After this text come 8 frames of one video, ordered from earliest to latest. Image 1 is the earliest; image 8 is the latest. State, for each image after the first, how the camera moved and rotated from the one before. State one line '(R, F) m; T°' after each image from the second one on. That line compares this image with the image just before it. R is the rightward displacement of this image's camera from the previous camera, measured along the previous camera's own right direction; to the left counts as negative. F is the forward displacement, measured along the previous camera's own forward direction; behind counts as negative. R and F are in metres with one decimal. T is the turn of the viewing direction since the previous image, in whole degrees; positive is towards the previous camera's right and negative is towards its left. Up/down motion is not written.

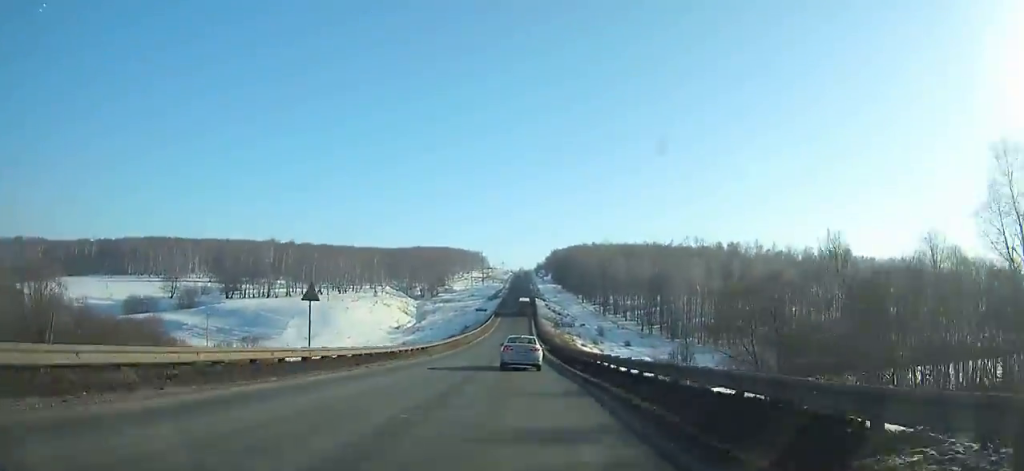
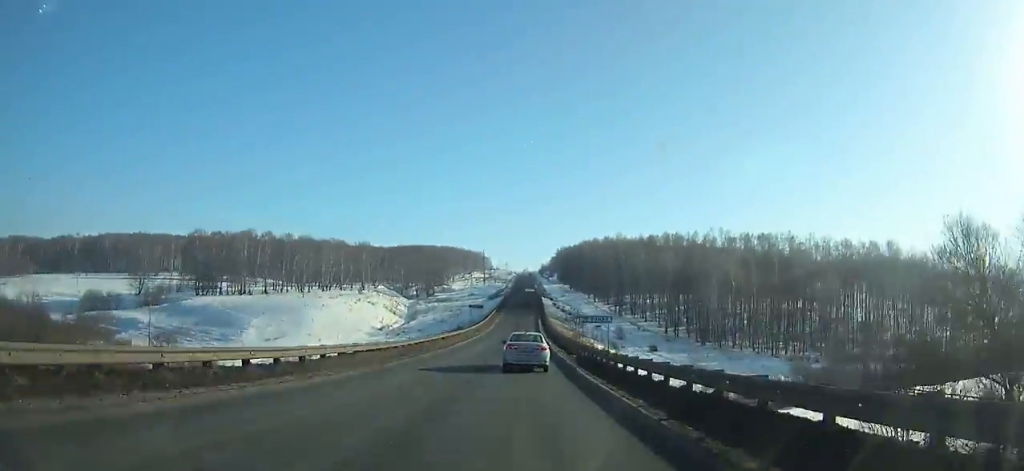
(0.0, +23.9) m; 0°
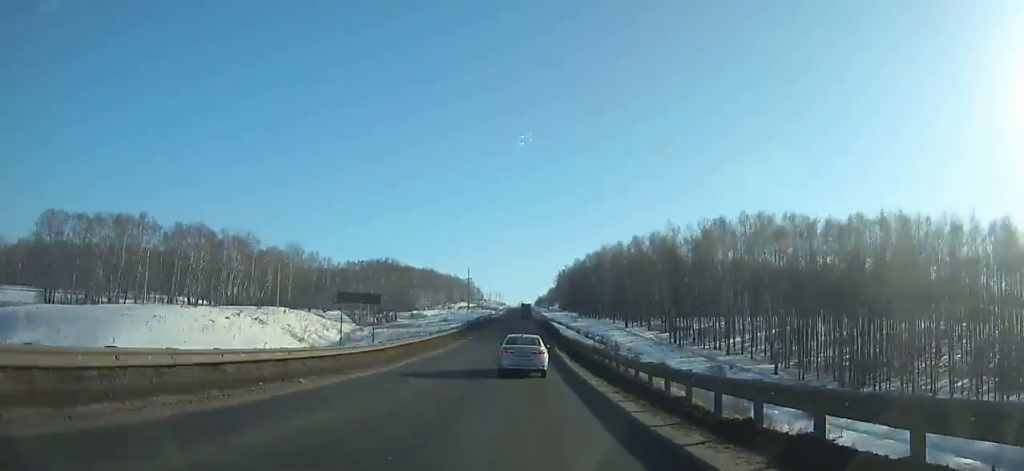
(+0.5, +69.7) m; +1°
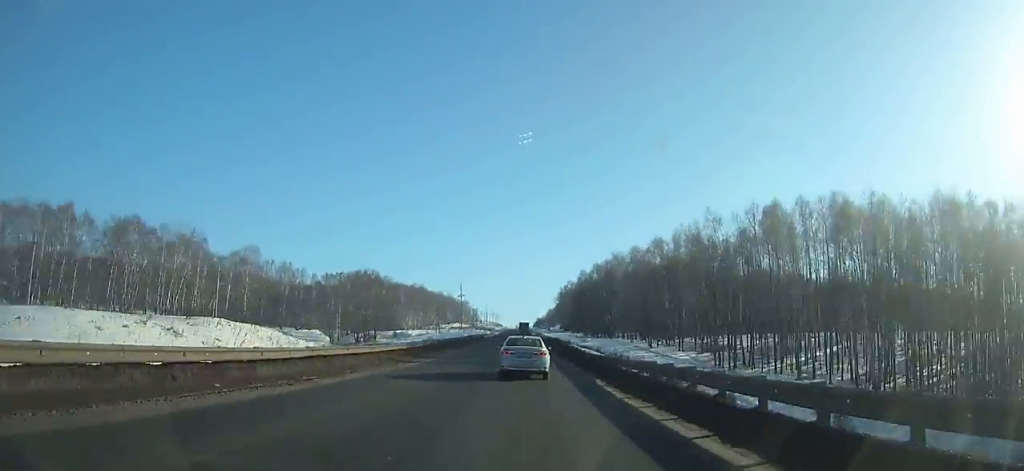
(0.0, +25.3) m; 0°
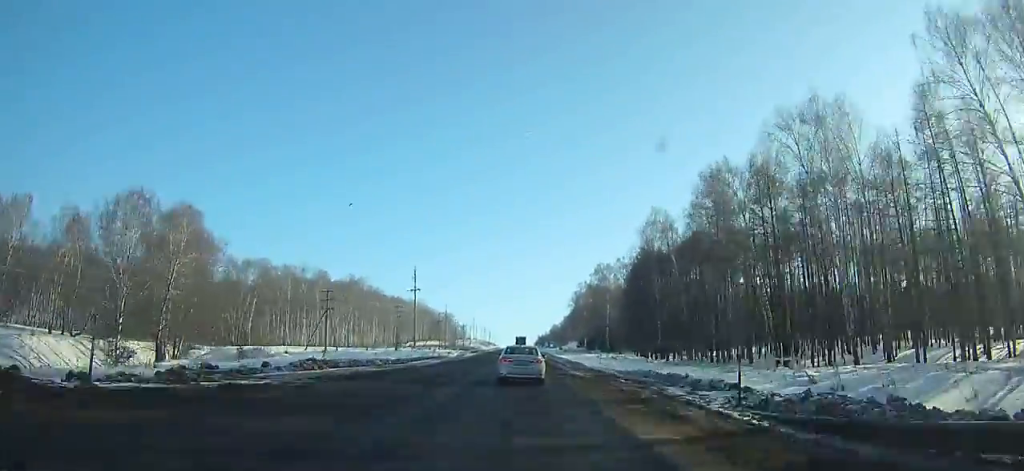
(0.0, +107.0) m; 0°
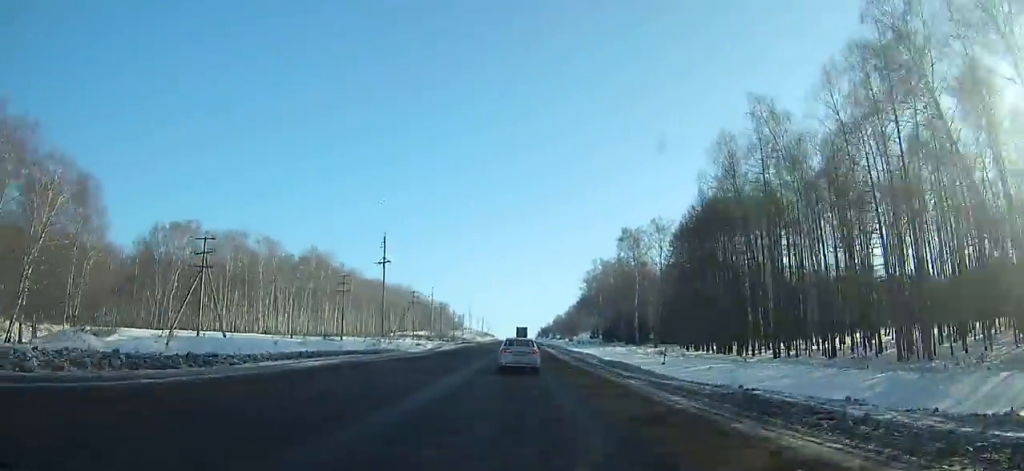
(0.0, +36.0) m; 0°
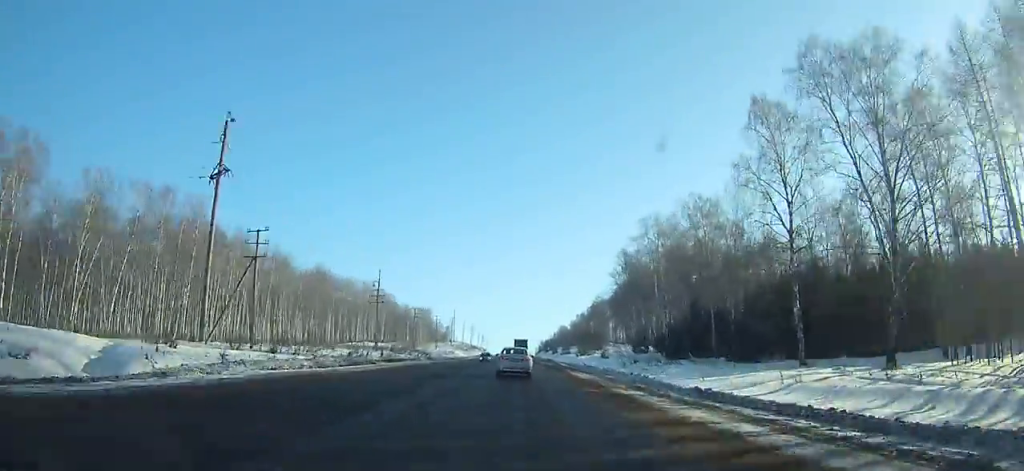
(-0.1, +66.2) m; 0°
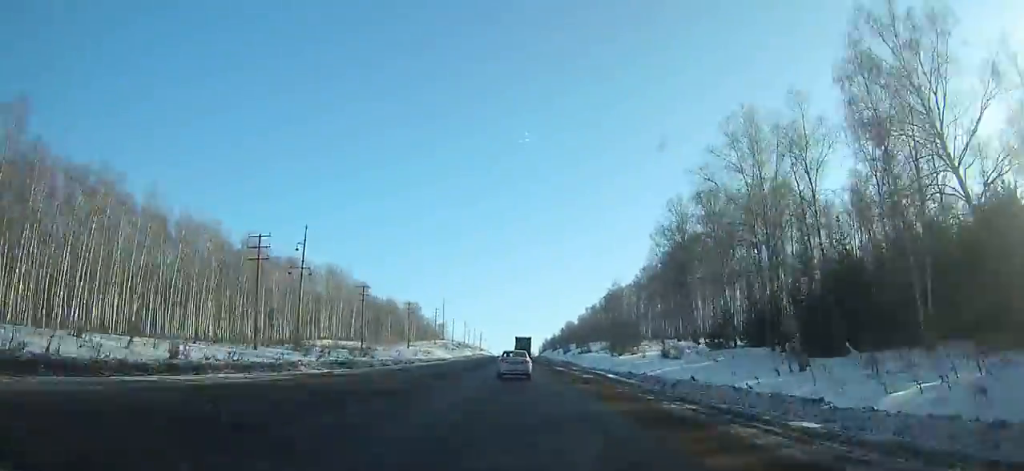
(+0.3, +40.3) m; 0°
